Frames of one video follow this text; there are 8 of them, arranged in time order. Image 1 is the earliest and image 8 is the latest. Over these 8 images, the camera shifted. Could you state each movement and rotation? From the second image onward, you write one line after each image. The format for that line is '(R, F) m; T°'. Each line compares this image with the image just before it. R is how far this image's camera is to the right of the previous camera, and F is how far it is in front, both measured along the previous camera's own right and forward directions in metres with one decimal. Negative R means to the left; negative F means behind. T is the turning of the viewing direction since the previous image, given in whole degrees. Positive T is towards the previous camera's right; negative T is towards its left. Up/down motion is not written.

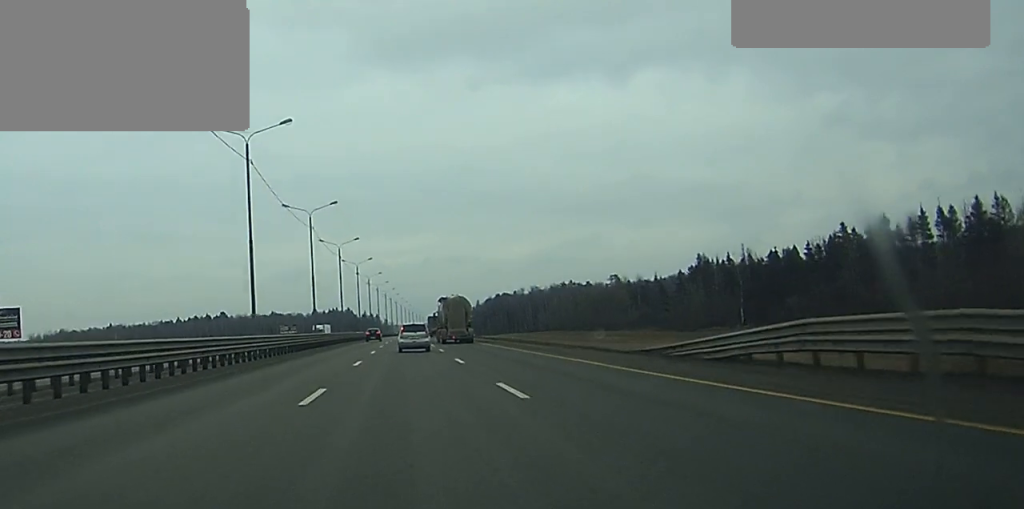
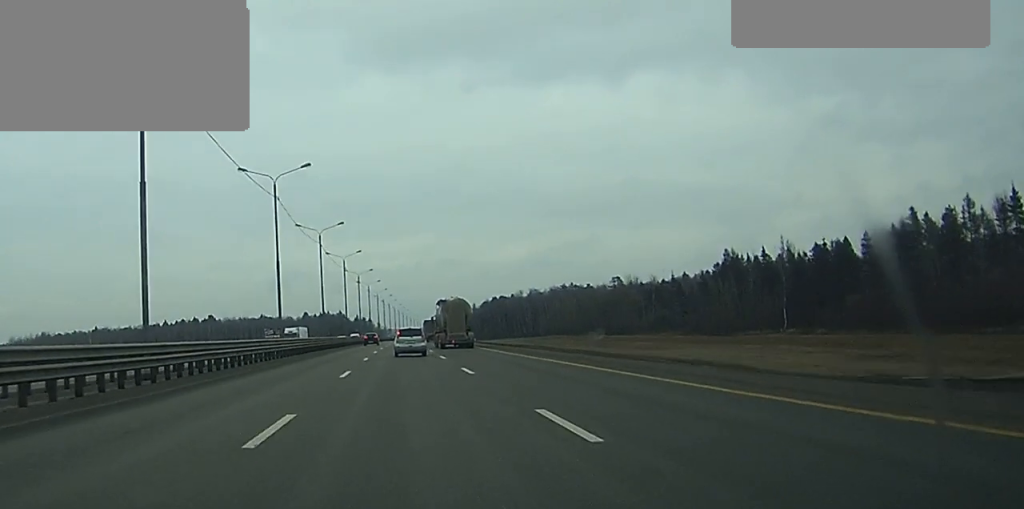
(+0.1, +21.1) m; 0°
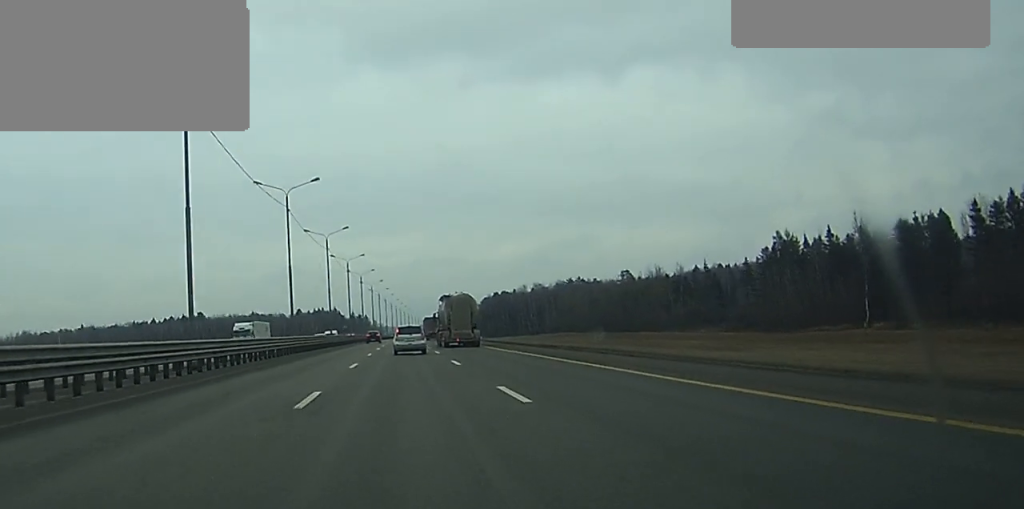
(+0.1, +27.0) m; 0°
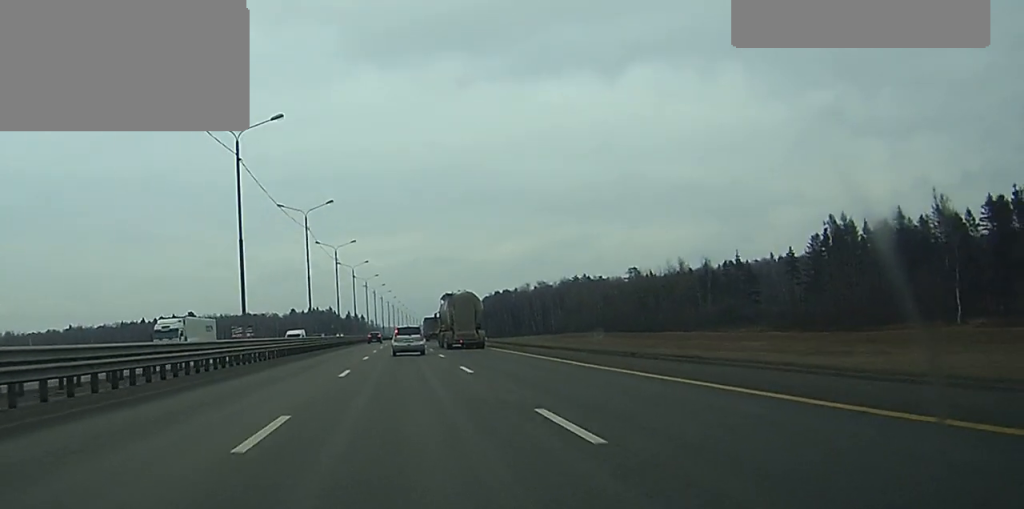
(0.0, +21.3) m; 0°
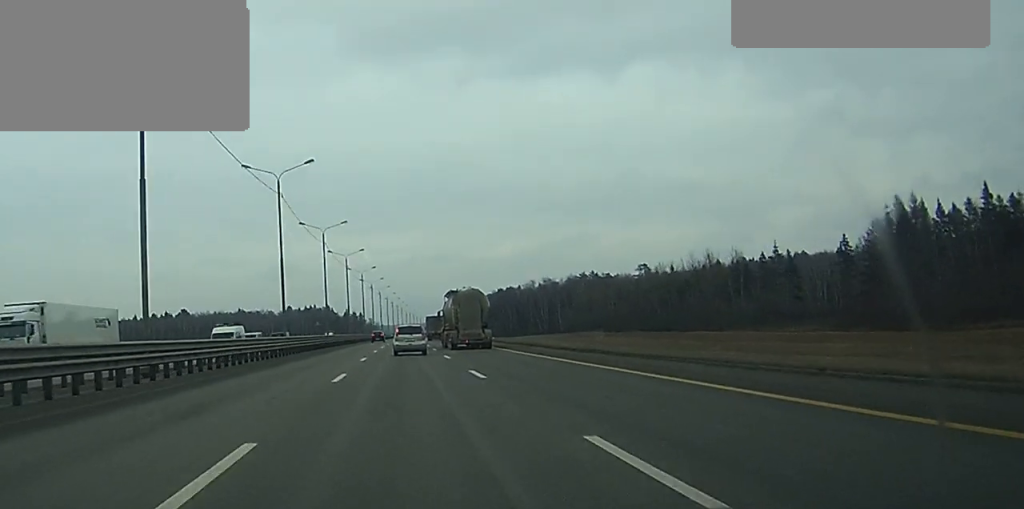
(0.0, +19.5) m; 0°
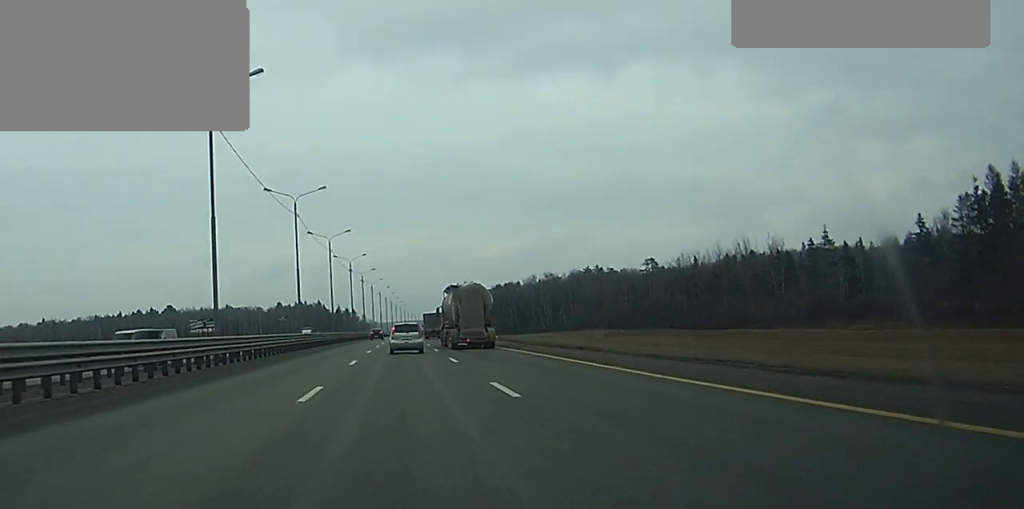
(0.0, +22.4) m; 0°
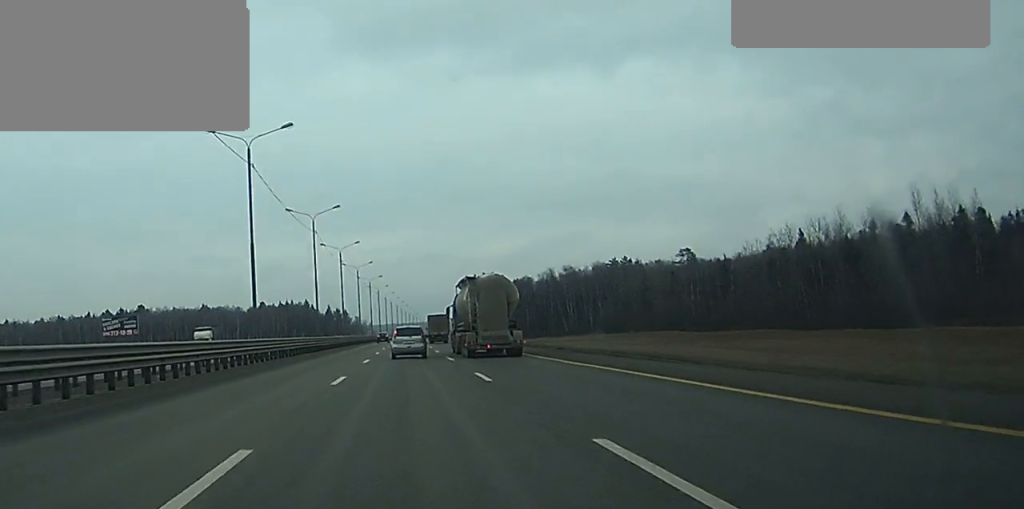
(+0.2, +58.0) m; +1°
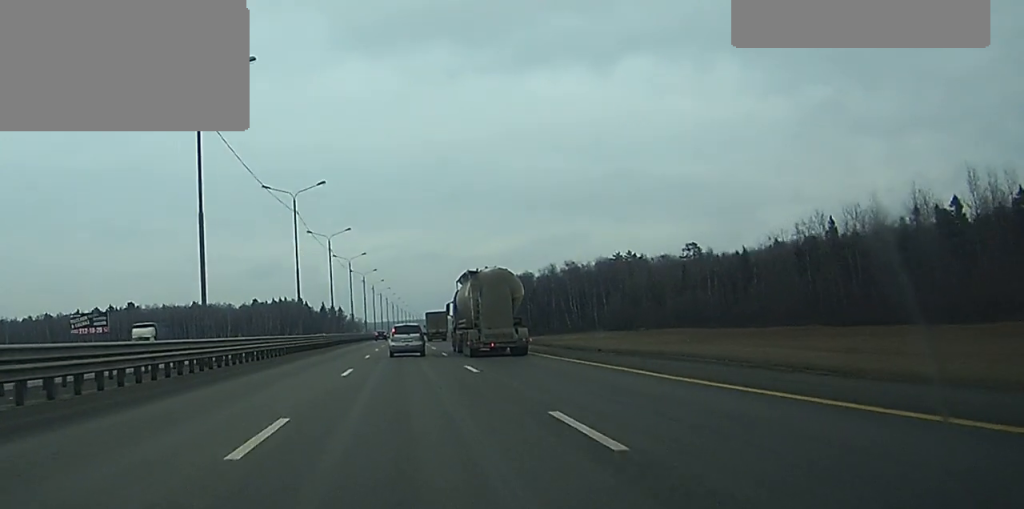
(0.0, +12.8) m; 0°
